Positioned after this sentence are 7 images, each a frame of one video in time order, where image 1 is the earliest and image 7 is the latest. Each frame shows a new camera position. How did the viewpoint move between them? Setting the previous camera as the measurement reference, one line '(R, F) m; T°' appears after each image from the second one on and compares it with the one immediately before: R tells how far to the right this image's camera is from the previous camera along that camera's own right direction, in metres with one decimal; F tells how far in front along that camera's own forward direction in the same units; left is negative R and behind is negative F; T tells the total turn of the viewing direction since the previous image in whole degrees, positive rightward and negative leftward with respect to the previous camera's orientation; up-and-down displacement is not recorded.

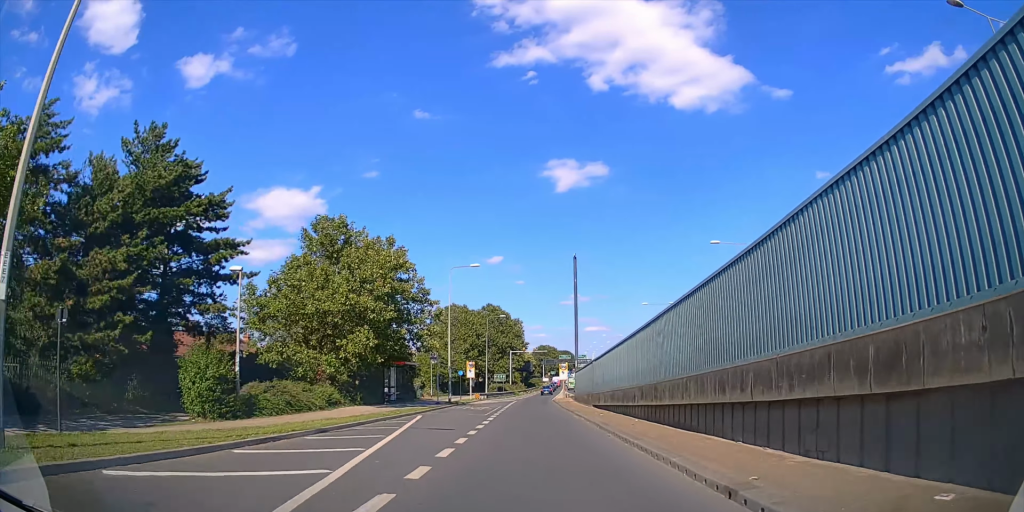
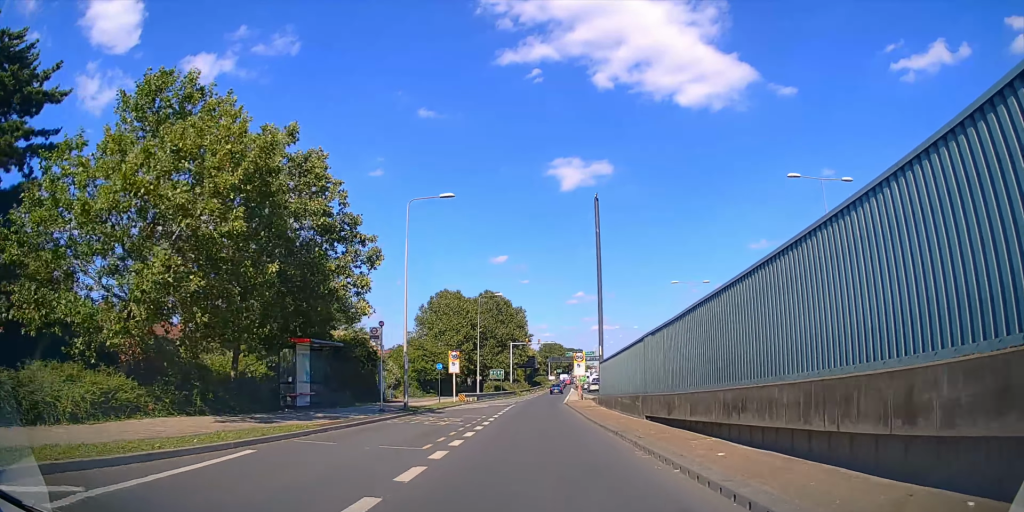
(-0.2, +15.6) m; -1°
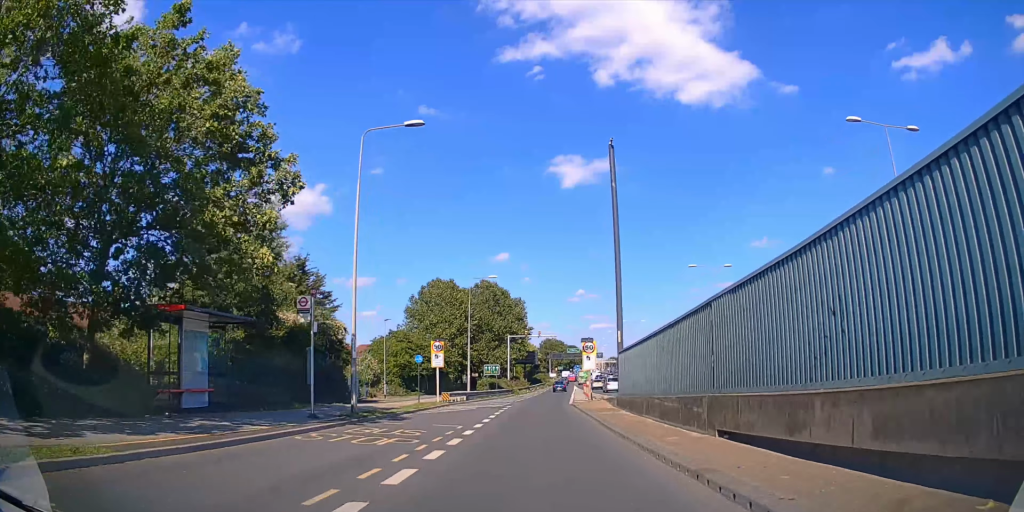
(0.0, +8.7) m; -1°
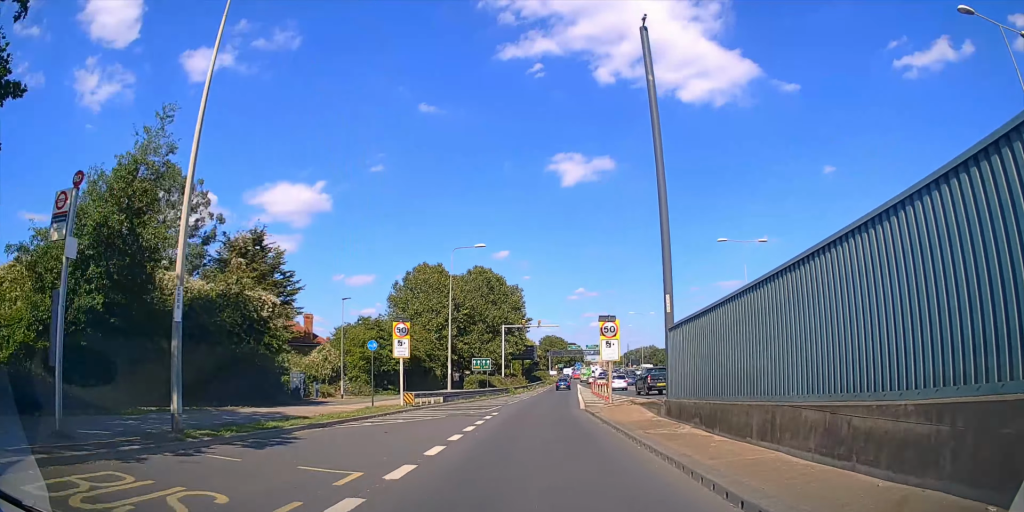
(-0.1, +9.9) m; -1°
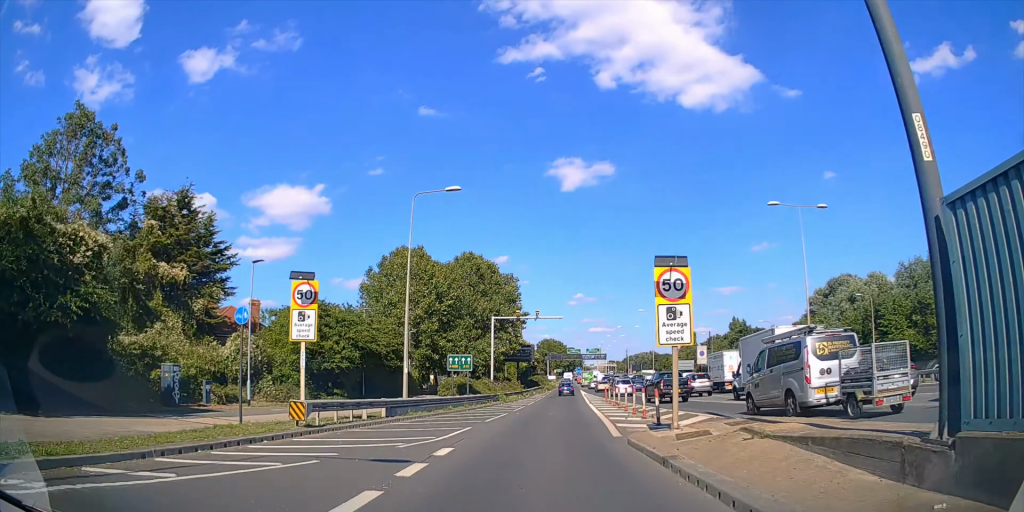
(-0.1, +14.0) m; 0°
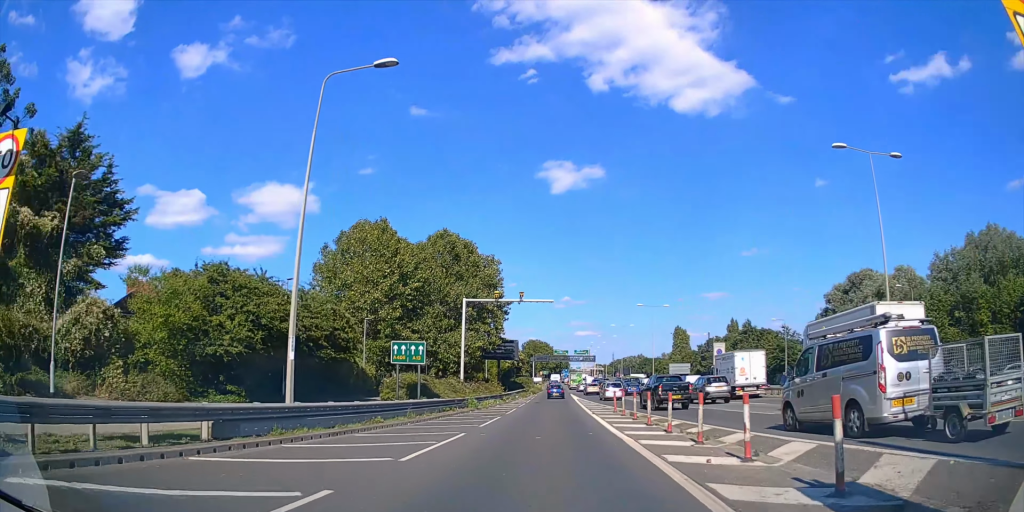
(+0.1, +11.2) m; +1°
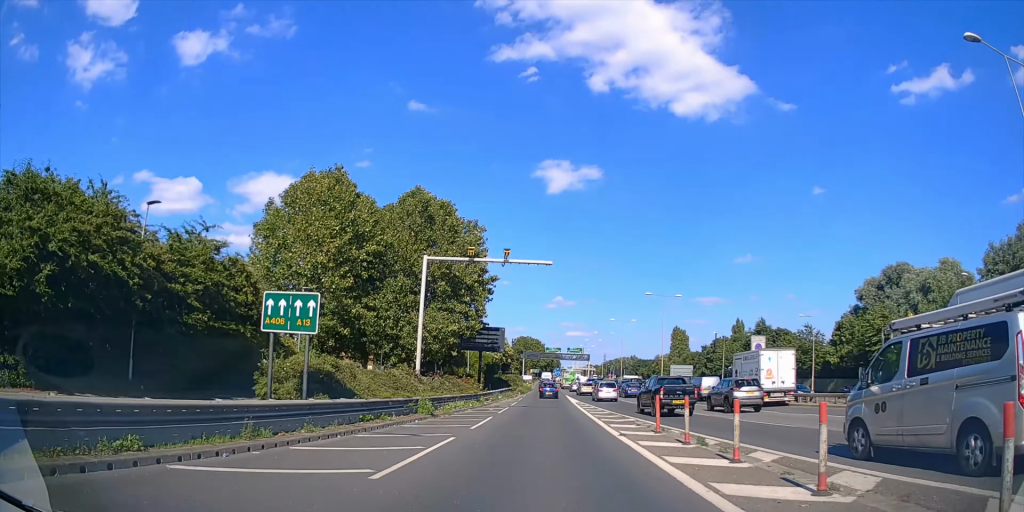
(+0.2, +13.0) m; +1°
